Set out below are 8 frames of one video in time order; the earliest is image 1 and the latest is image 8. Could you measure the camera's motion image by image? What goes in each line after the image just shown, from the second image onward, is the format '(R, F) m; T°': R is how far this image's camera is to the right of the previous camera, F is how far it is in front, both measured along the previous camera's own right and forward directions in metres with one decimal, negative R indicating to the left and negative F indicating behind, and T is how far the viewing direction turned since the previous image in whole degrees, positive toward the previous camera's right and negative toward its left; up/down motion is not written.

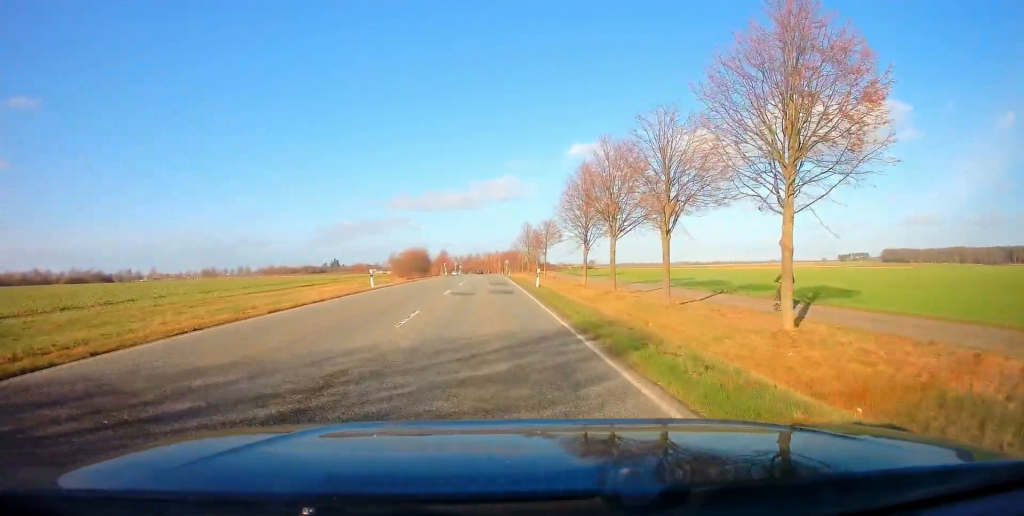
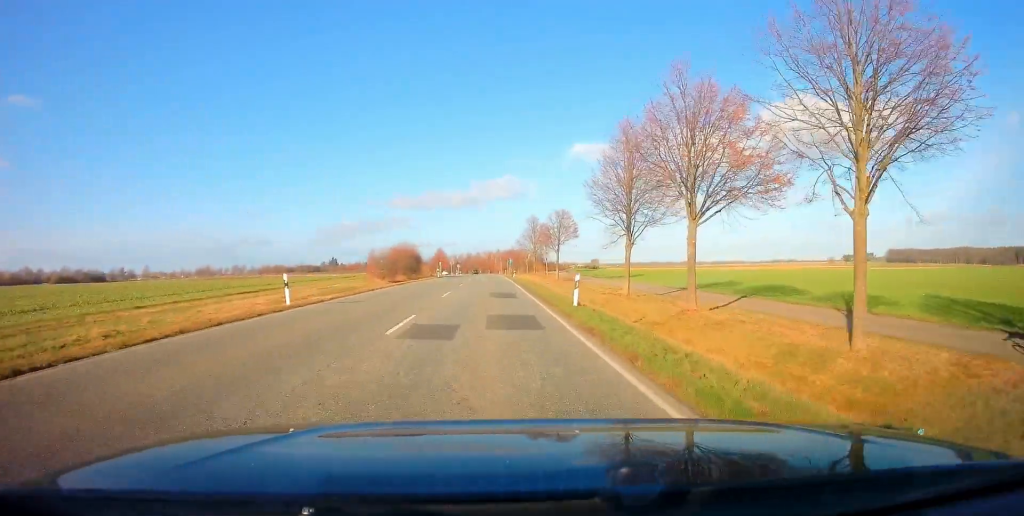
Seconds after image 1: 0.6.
(0.0, +13.1) m; 0°
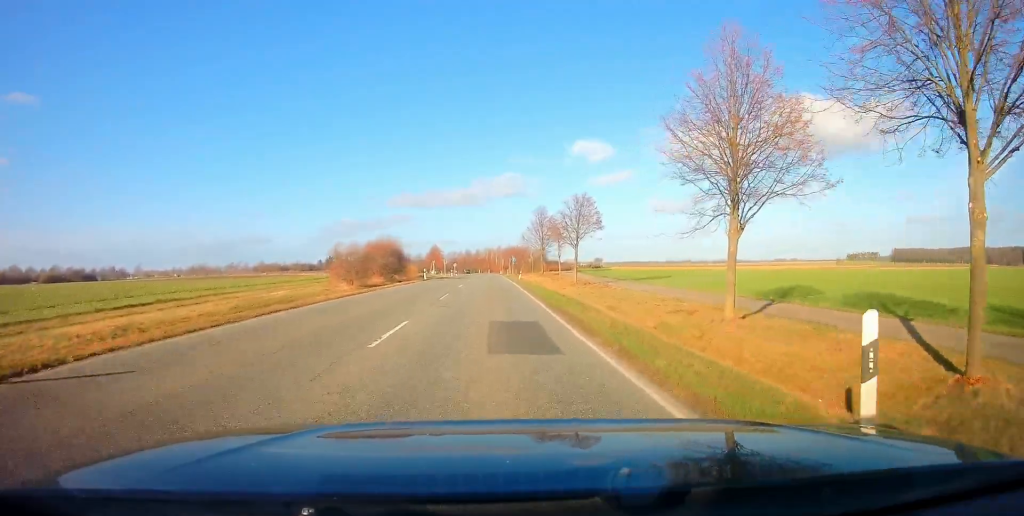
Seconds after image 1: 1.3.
(0.0, +13.5) m; 0°
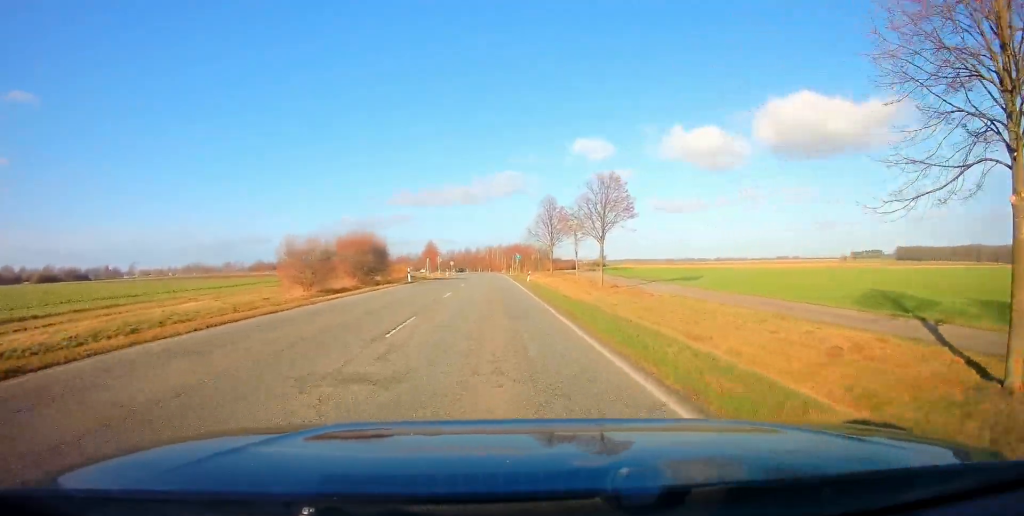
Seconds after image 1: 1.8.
(+0.1, +11.0) m; 0°
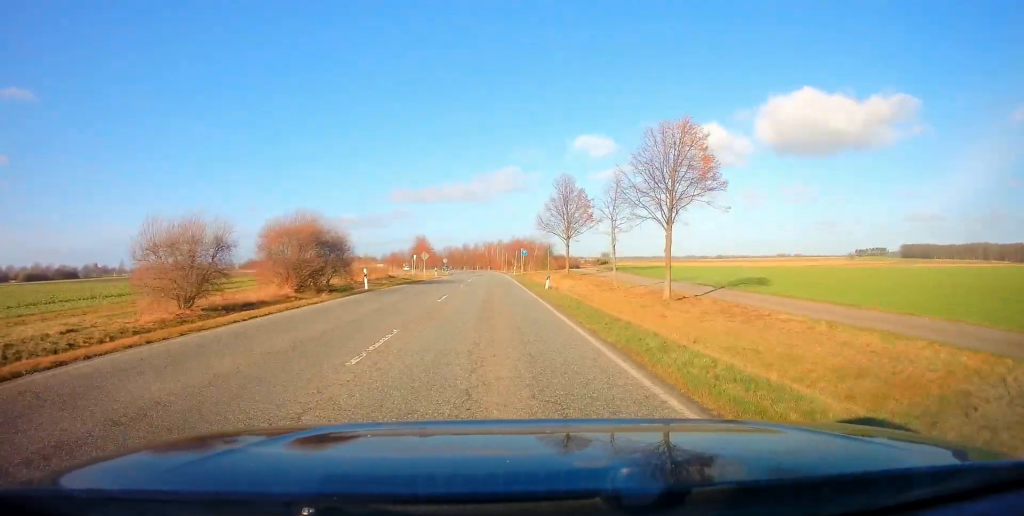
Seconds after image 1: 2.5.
(-0.2, +14.8) m; 0°
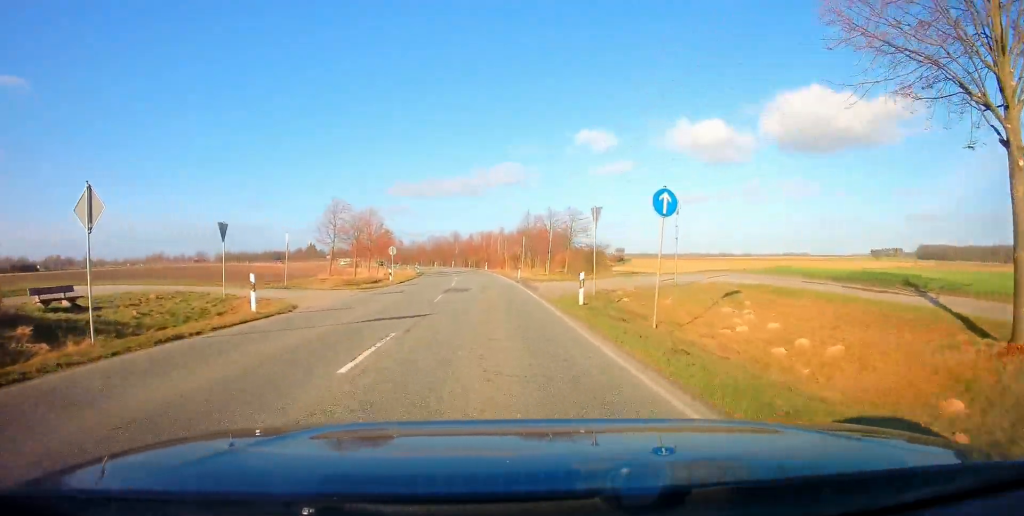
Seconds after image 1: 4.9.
(+0.6, +48.4) m; 0°
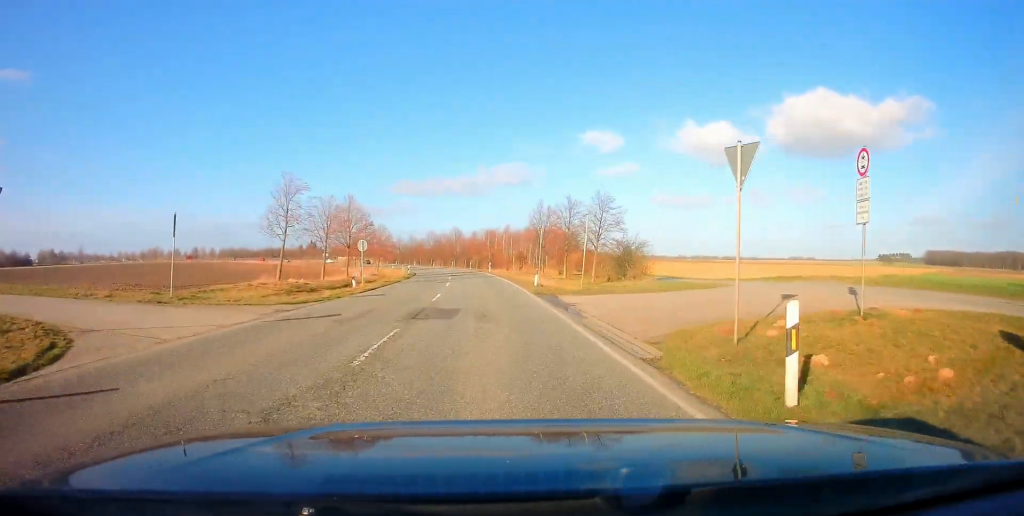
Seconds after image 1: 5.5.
(0.0, +11.4) m; -1°
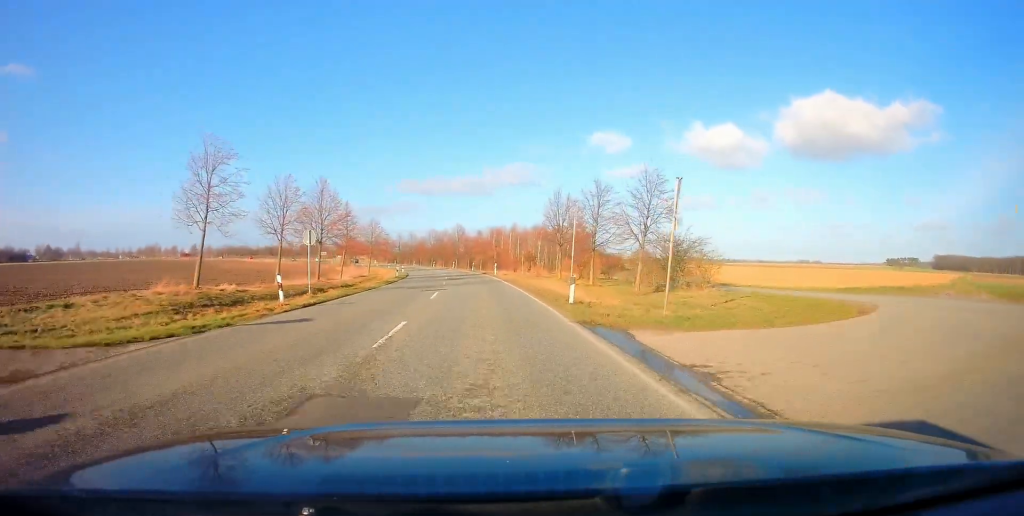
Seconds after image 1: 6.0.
(0.0, +10.4) m; -1°
